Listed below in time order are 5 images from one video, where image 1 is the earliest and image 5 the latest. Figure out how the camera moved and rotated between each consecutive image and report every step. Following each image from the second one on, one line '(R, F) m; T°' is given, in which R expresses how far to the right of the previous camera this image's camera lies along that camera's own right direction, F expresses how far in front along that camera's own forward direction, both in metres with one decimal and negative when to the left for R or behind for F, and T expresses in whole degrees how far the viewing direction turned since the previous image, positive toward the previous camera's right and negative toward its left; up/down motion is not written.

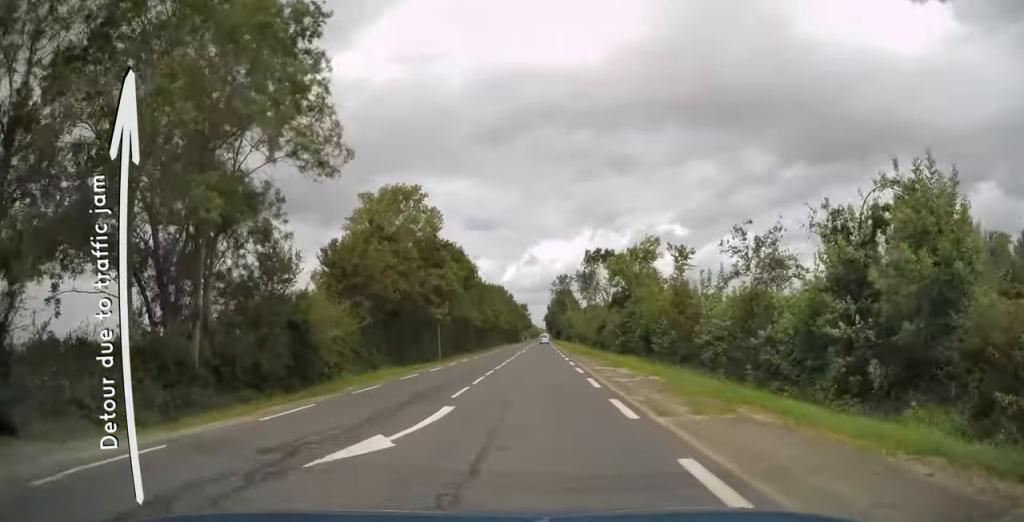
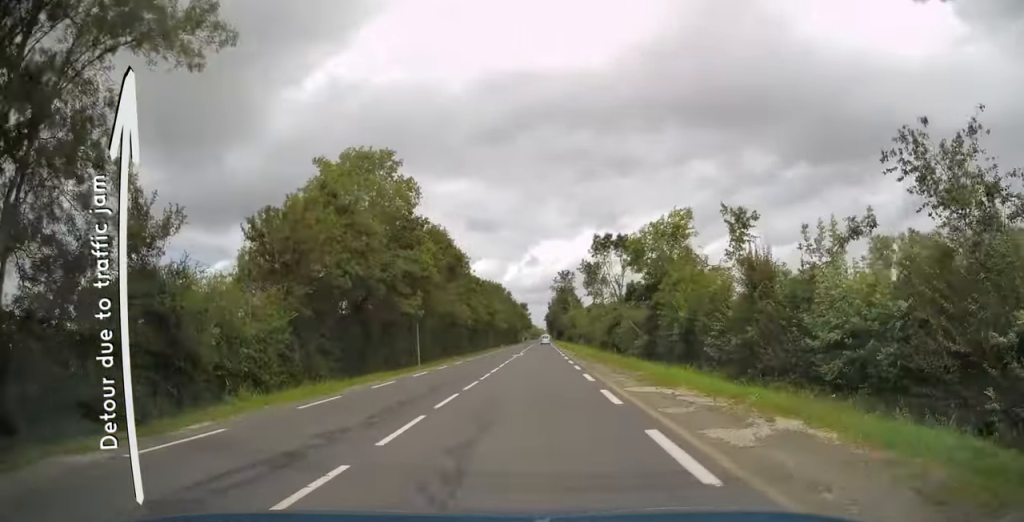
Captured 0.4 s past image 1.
(0.0, +11.0) m; 0°
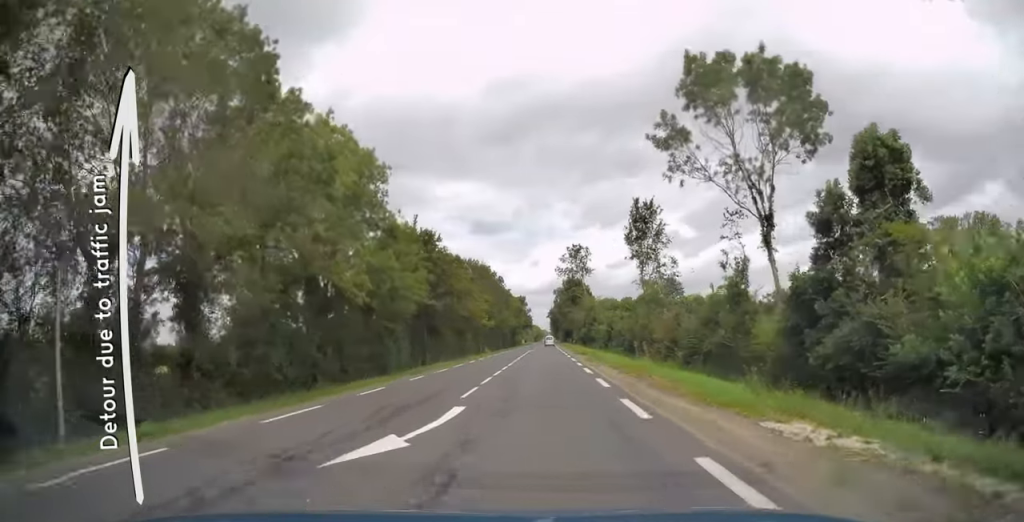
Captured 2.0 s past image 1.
(-0.2, +40.9) m; 0°
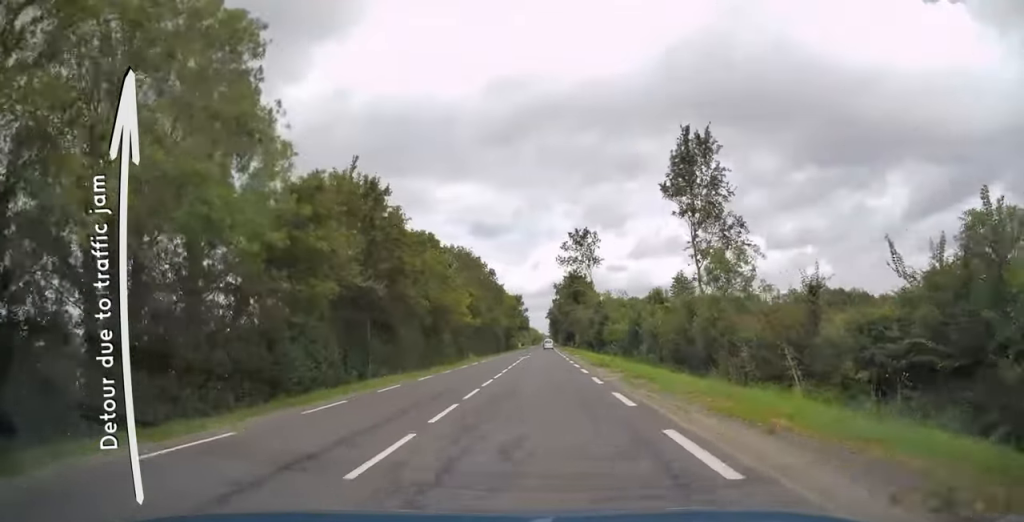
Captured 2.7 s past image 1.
(0.0, +17.3) m; 0°
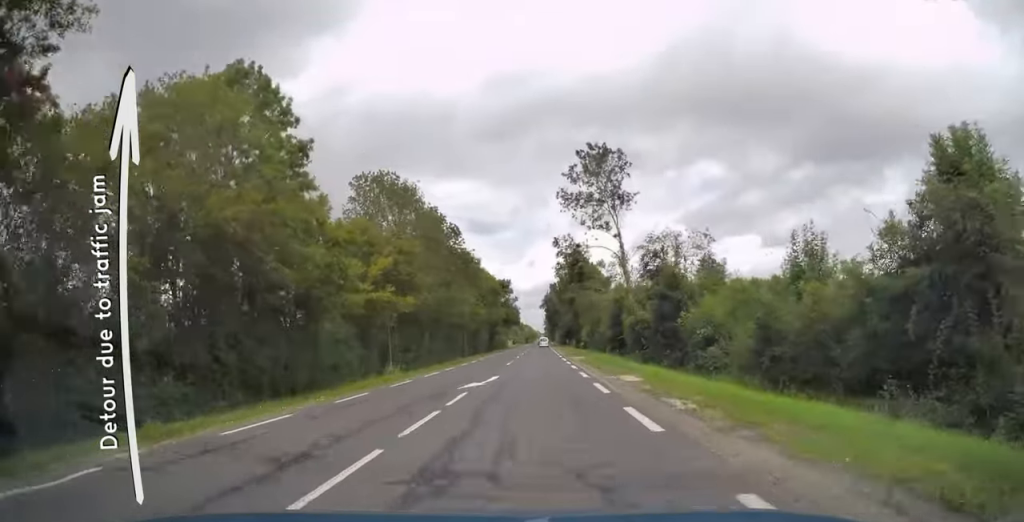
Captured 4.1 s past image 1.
(+0.2, +35.8) m; 0°
